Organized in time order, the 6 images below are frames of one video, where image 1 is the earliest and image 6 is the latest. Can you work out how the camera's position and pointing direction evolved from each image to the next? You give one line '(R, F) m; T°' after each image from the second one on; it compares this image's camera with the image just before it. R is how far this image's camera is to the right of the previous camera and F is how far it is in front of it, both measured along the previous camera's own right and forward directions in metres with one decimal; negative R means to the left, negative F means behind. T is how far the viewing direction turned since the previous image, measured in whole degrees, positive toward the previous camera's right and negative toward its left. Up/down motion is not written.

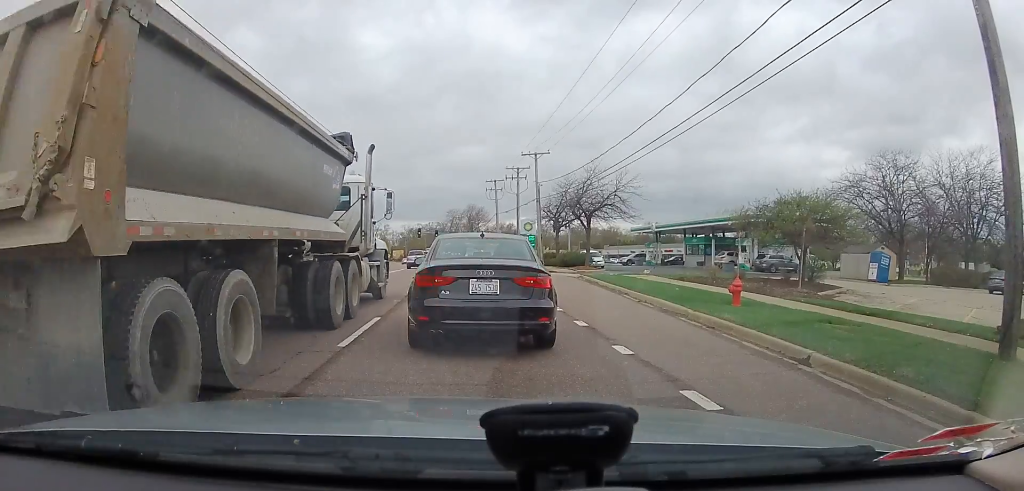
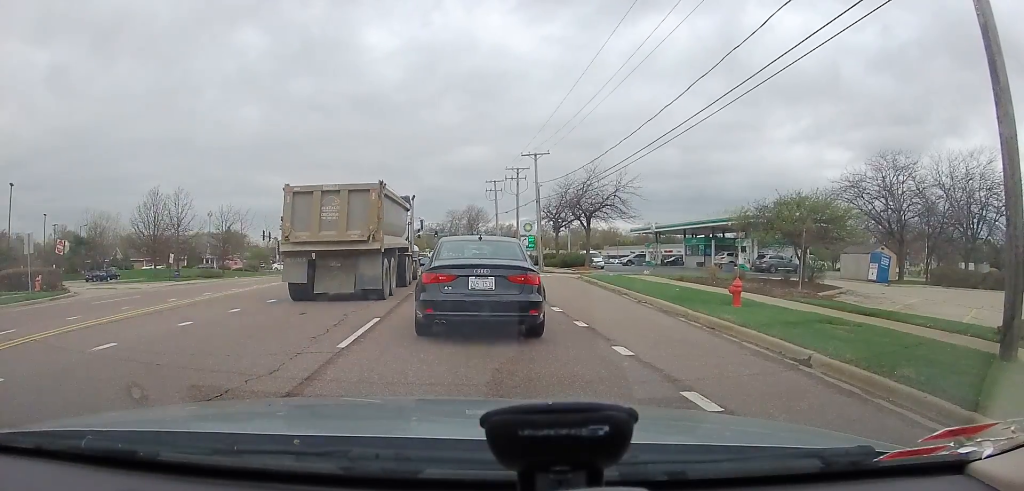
(-0.1, +0.4) m; 0°
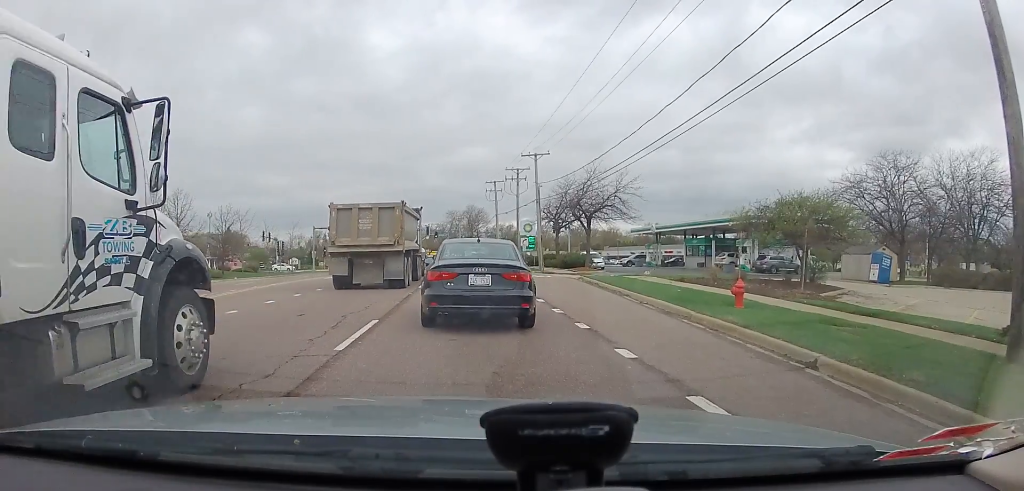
(0.0, 0.0) m; 0°
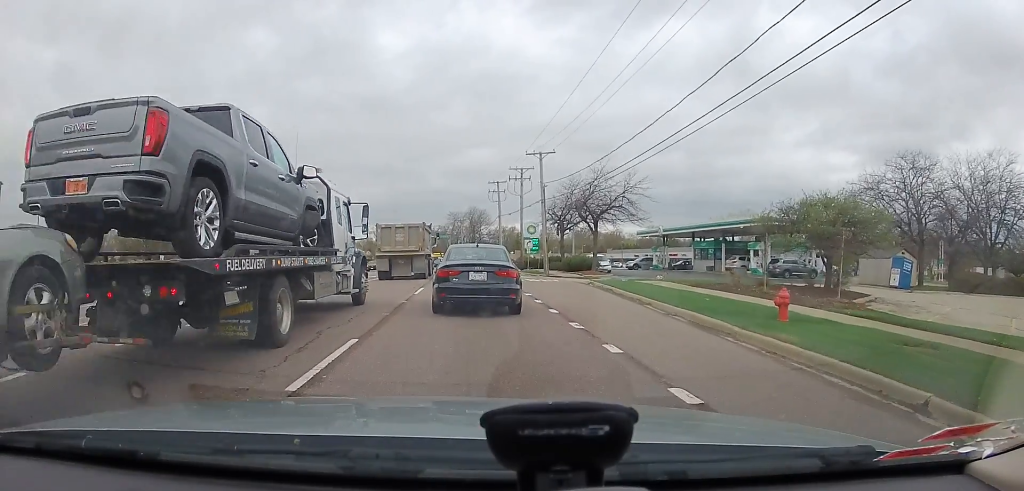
(+0.2, +0.5) m; 0°
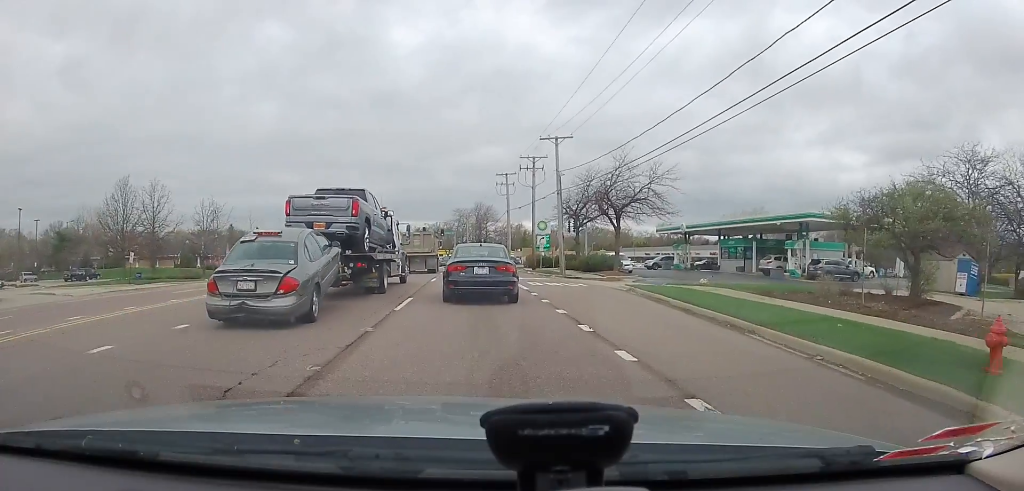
(-0.5, +1.7) m; +3°
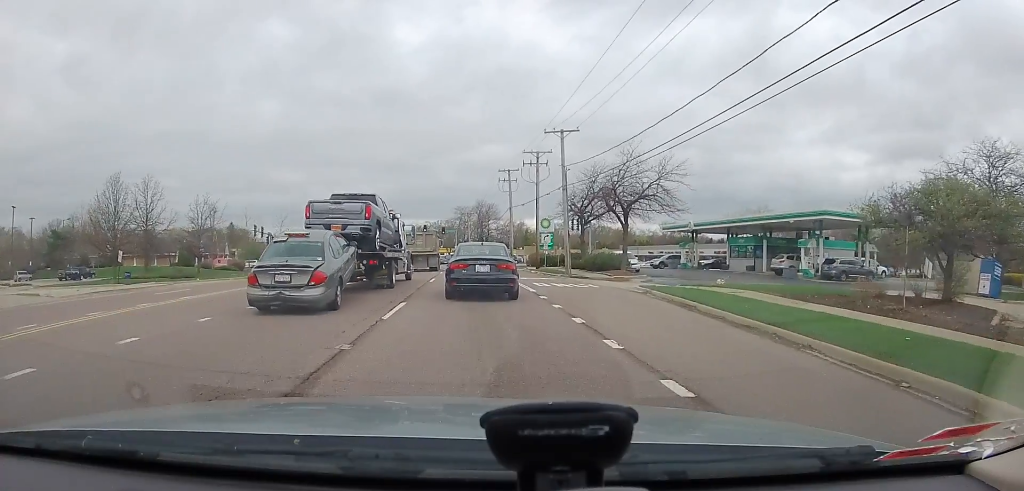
(-0.1, +0.9) m; +1°
